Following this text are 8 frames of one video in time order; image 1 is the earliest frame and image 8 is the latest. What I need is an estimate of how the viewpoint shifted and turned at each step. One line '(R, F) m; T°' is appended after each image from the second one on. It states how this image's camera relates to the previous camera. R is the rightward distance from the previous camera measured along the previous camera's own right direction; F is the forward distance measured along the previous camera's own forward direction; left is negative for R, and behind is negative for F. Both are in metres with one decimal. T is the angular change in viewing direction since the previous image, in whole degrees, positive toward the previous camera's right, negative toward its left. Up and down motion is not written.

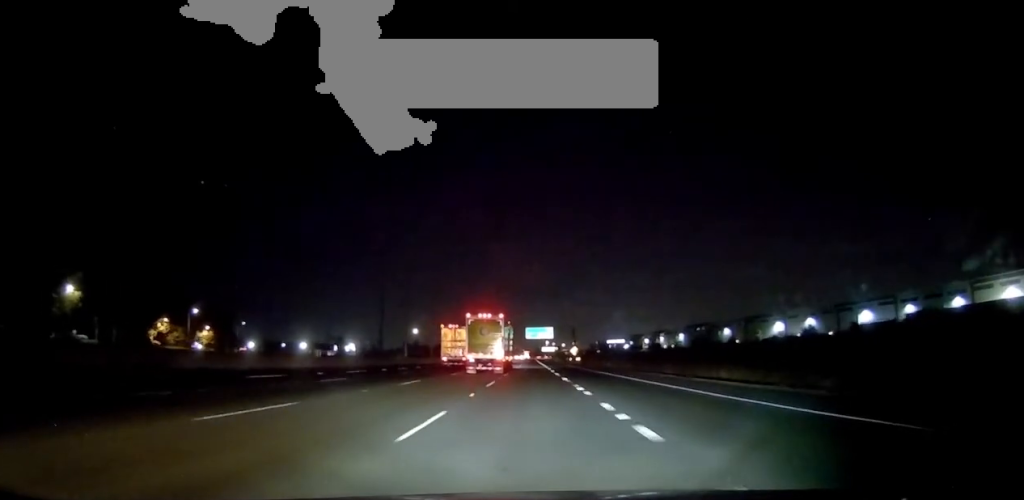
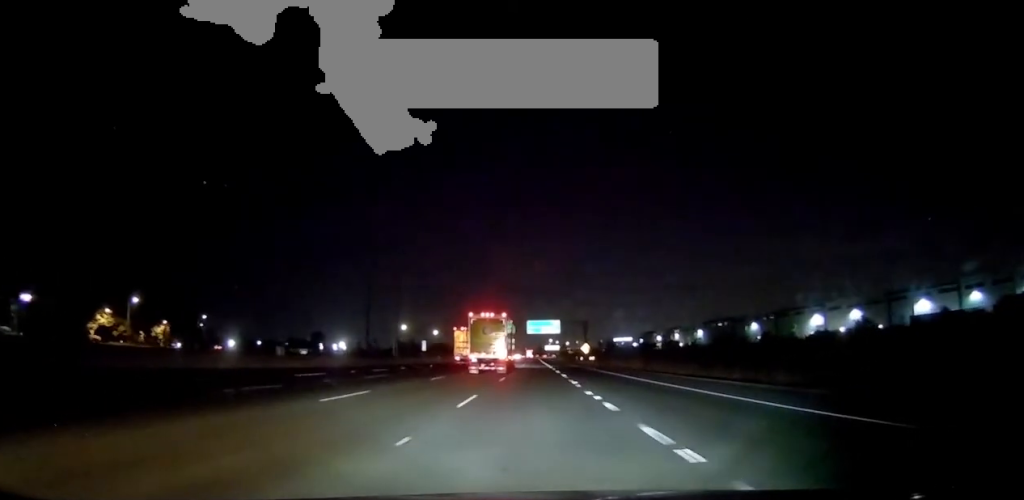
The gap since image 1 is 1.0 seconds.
(-0.1, +23.8) m; 0°
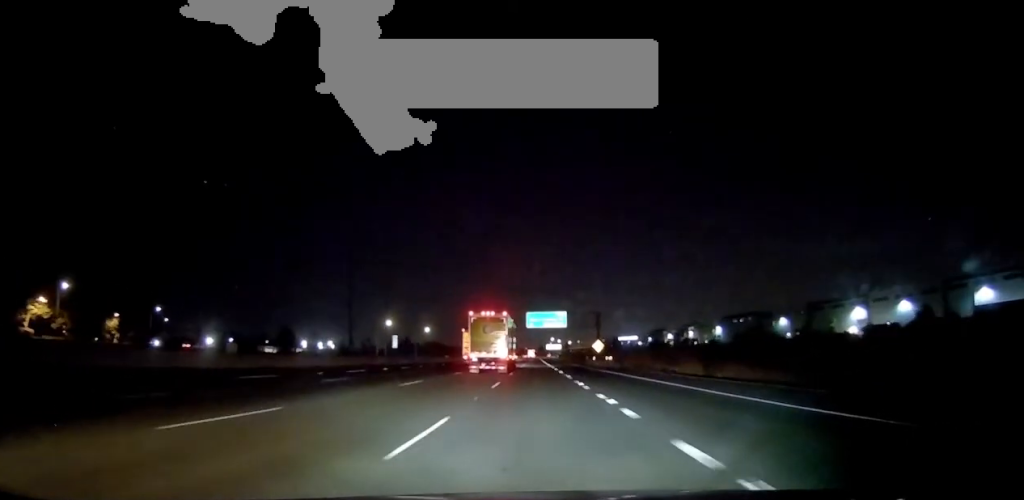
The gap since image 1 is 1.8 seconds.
(-0.1, +21.3) m; 0°
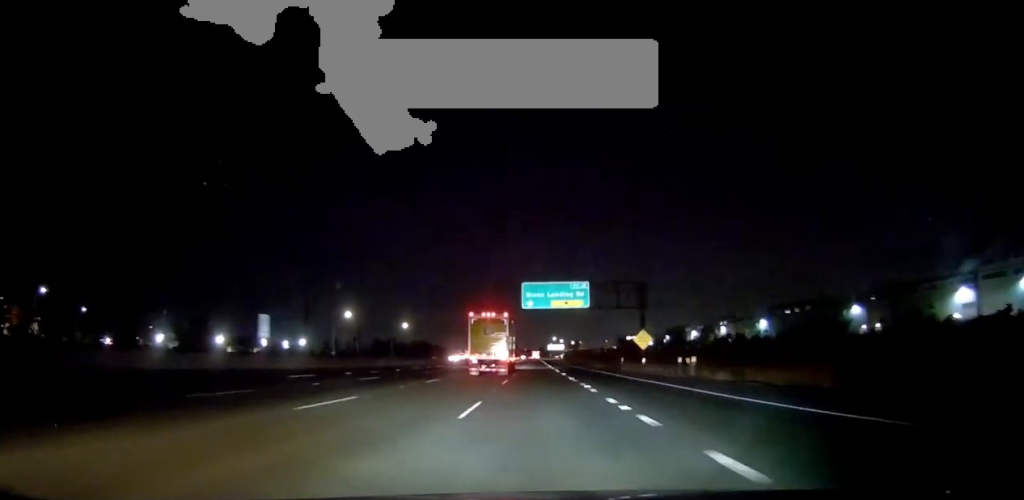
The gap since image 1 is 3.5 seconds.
(+0.1, +40.3) m; -1°
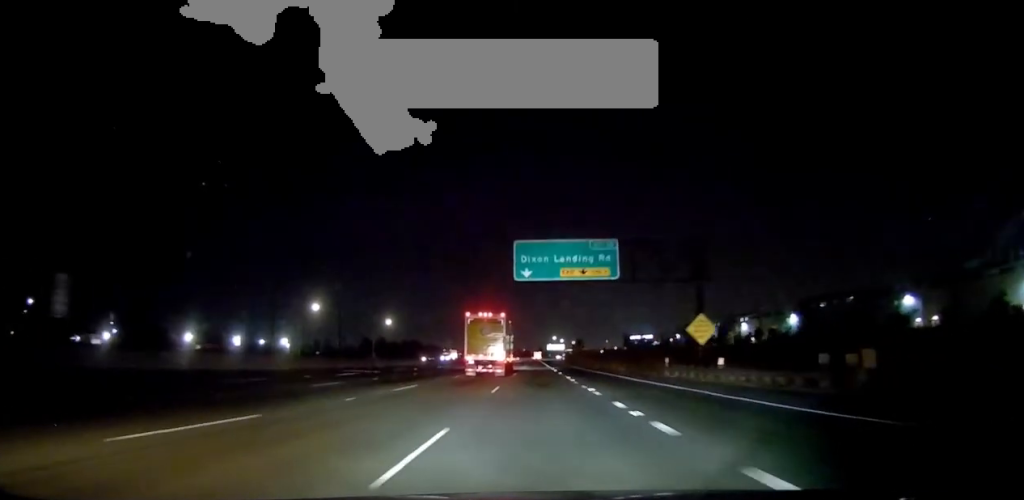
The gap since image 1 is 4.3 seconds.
(-0.8, +20.4) m; -1°
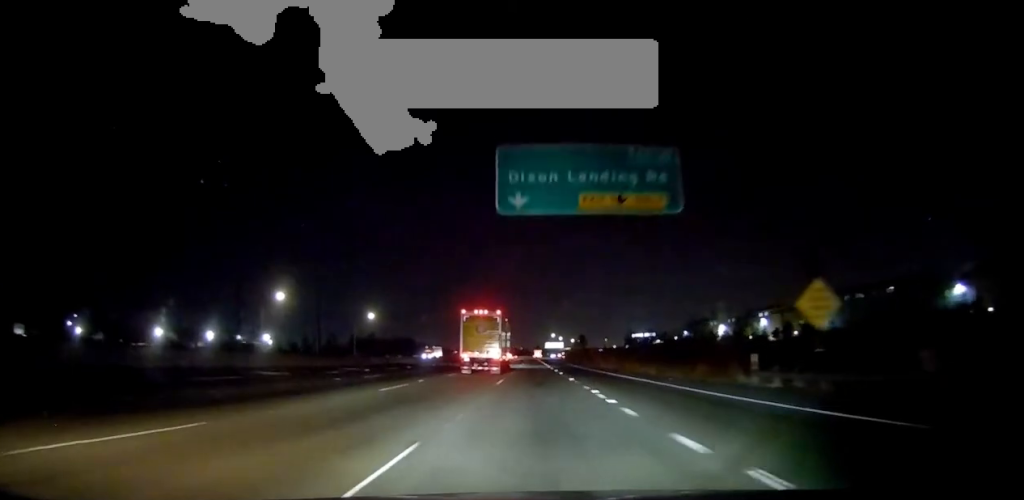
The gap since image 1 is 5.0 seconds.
(+0.4, +16.3) m; +2°
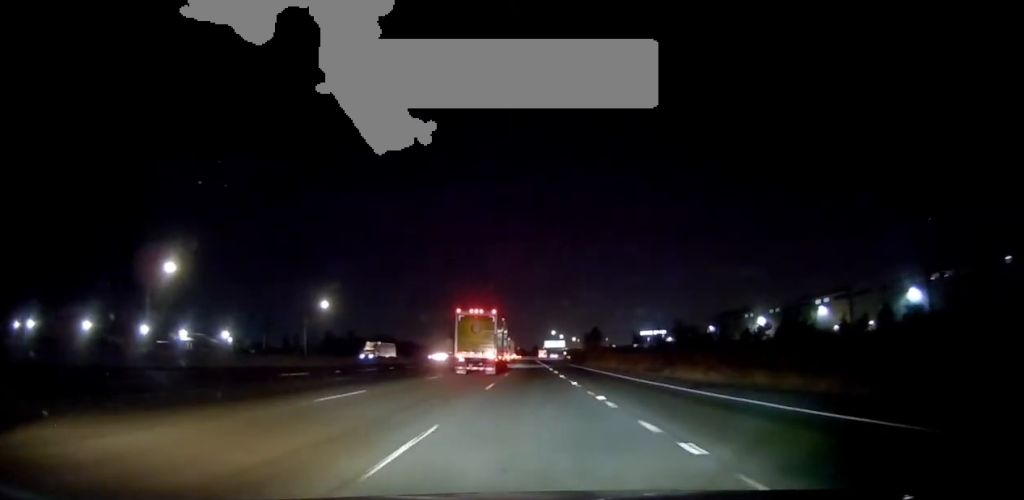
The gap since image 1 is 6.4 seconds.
(+0.7, +34.4) m; +1°
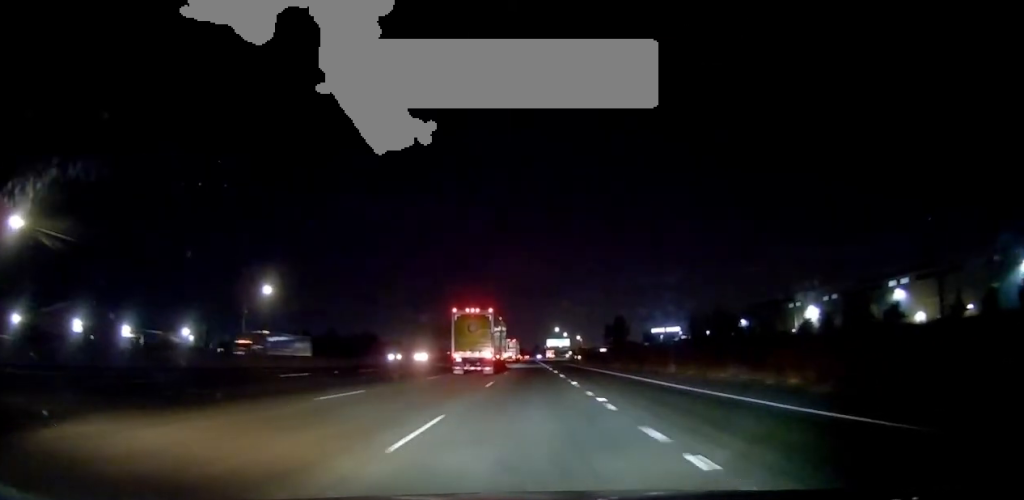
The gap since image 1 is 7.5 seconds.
(-0.3, +28.5) m; 0°
